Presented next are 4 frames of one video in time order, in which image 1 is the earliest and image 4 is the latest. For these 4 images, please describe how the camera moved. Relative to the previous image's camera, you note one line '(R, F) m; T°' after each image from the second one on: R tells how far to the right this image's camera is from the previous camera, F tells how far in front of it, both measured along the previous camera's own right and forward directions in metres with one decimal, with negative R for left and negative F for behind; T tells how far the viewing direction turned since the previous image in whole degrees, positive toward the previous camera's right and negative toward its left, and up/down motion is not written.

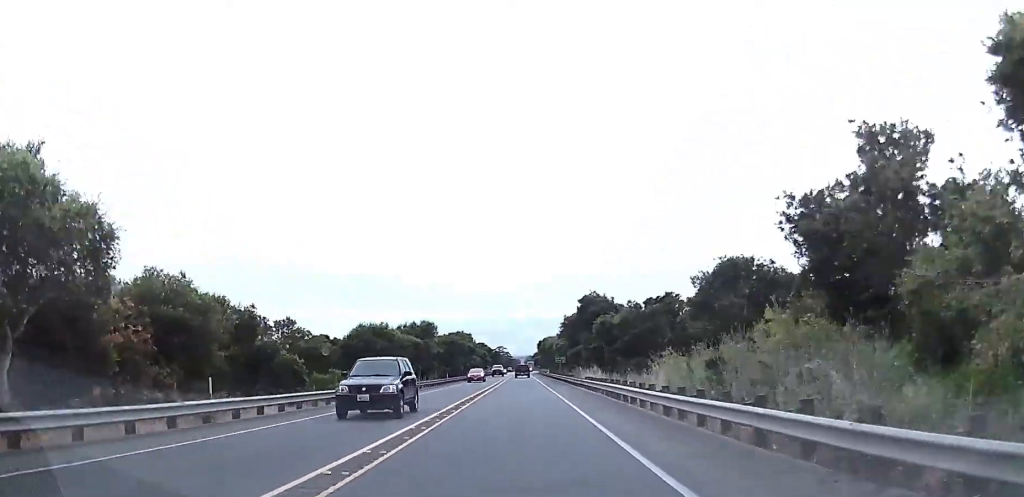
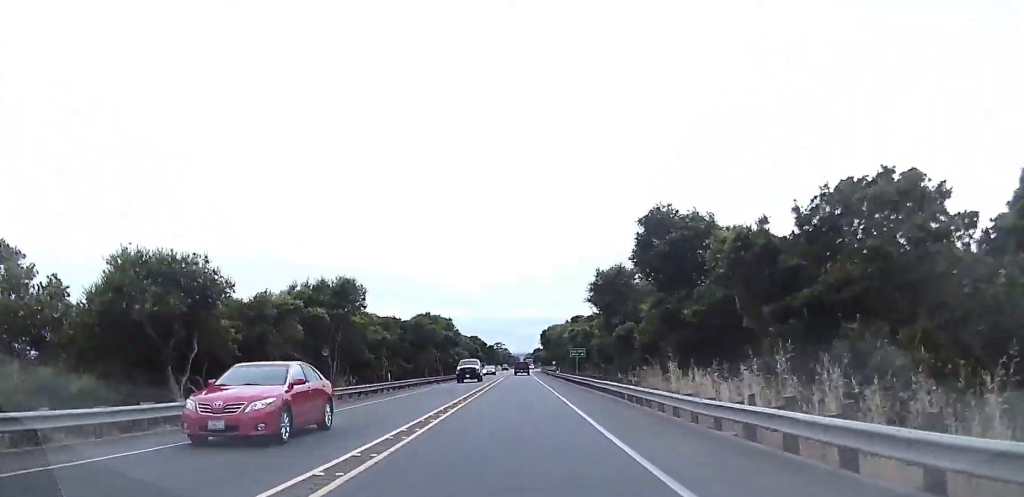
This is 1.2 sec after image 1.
(-0.5, +31.5) m; -1°
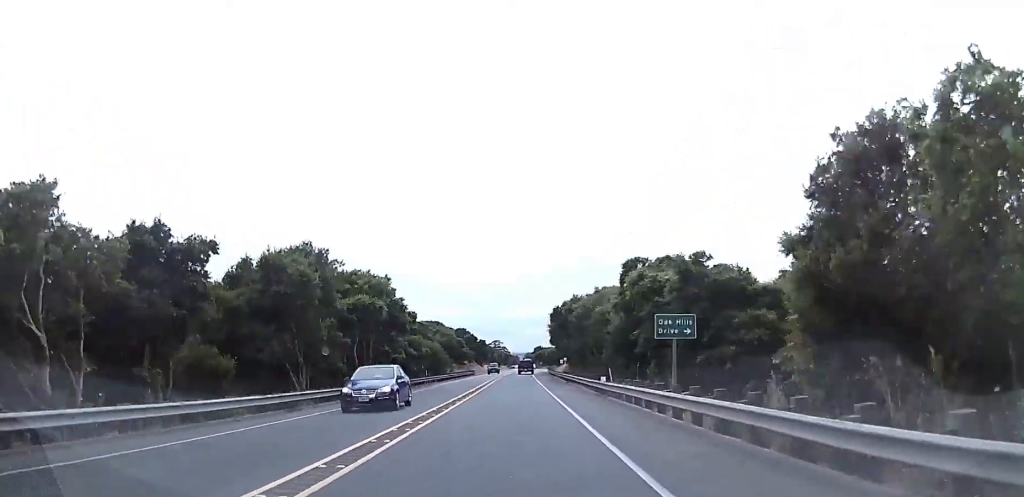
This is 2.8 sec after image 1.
(+0.6, +40.7) m; +1°
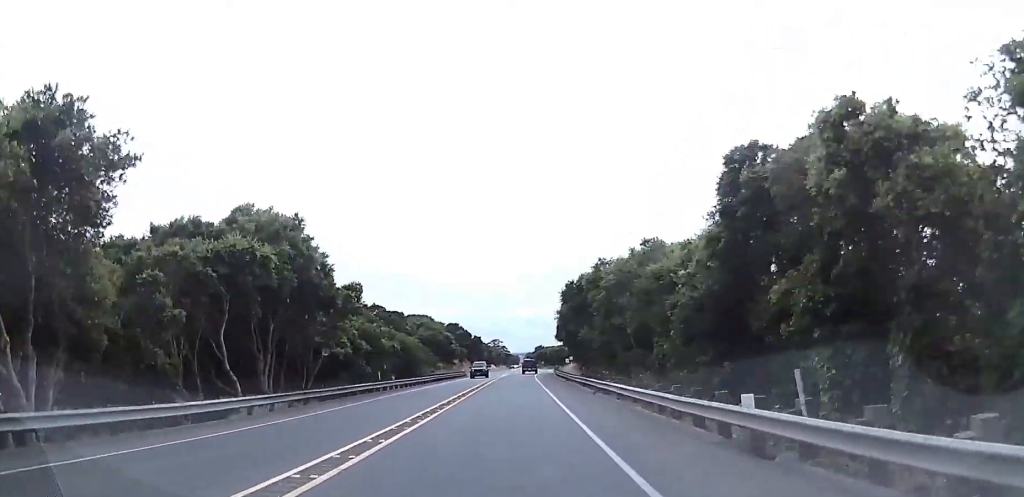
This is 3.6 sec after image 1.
(0.0, +19.4) m; 0°
